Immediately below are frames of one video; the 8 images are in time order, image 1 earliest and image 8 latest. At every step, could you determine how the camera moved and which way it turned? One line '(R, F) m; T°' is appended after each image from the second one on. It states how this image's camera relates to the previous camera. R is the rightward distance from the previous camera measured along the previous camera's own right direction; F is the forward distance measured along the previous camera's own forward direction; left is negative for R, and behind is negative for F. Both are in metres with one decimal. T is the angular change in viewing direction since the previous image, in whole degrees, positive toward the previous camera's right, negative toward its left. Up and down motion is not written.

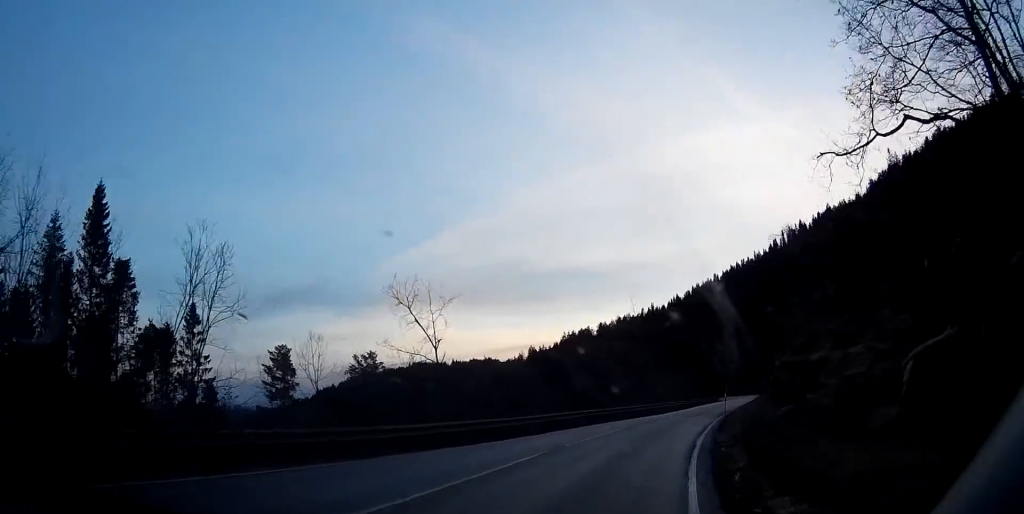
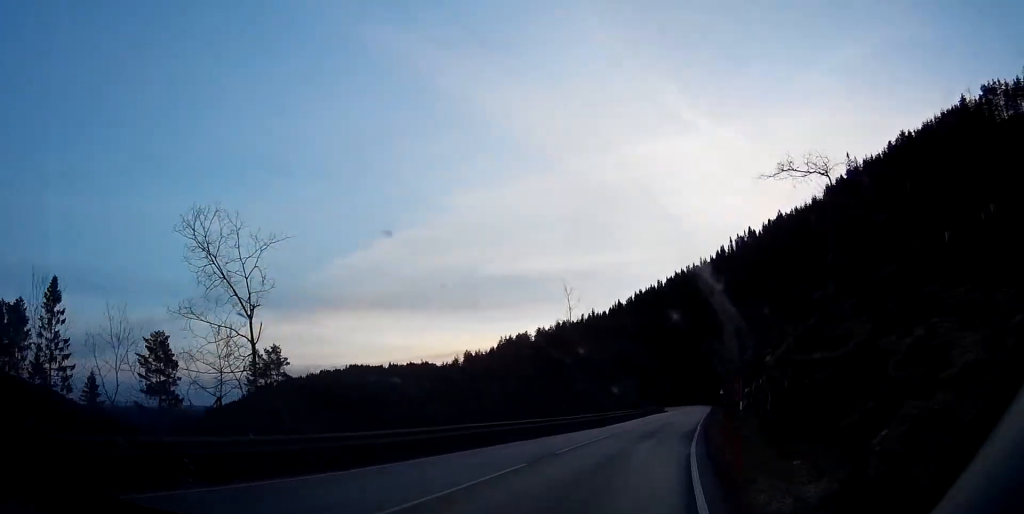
(+0.6, +12.5) m; +5°
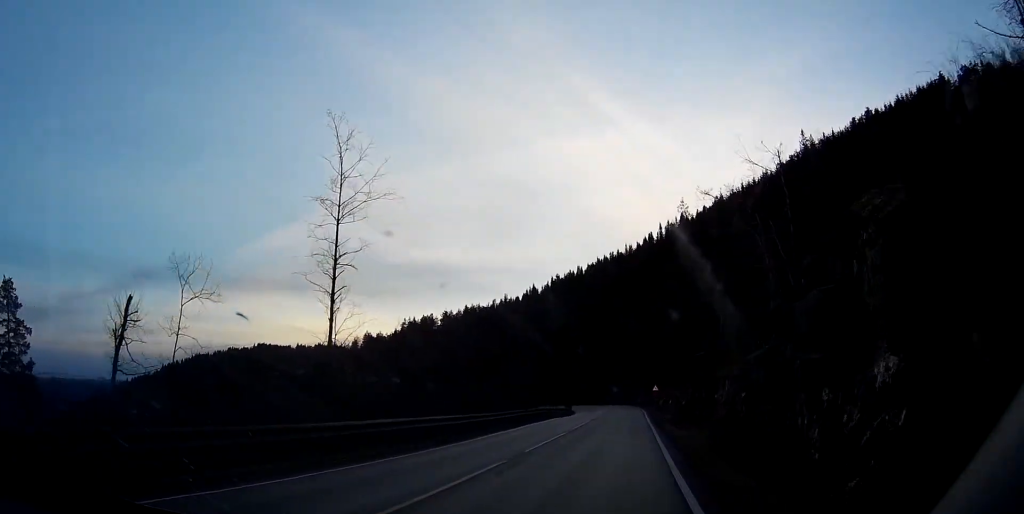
(+2.9, +35.8) m; +6°
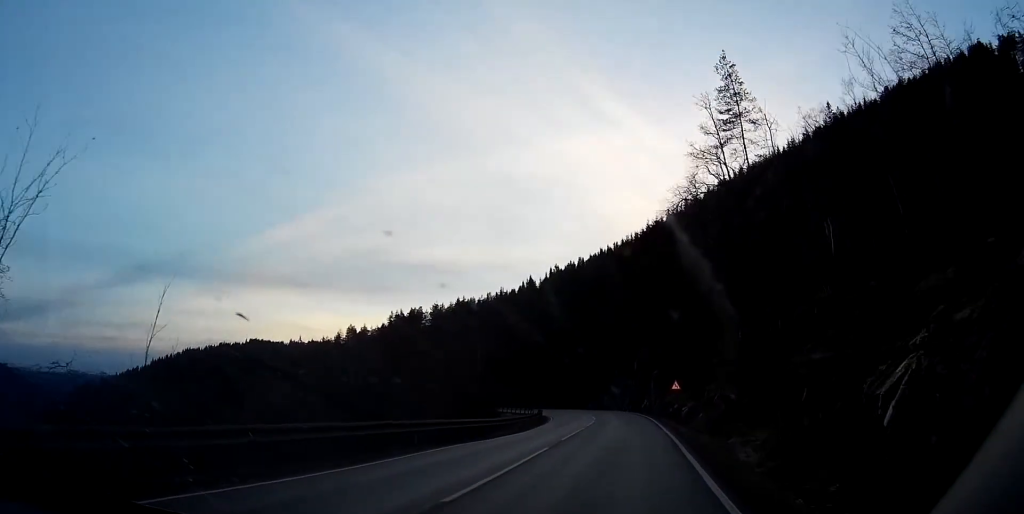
(-0.1, +32.3) m; -1°
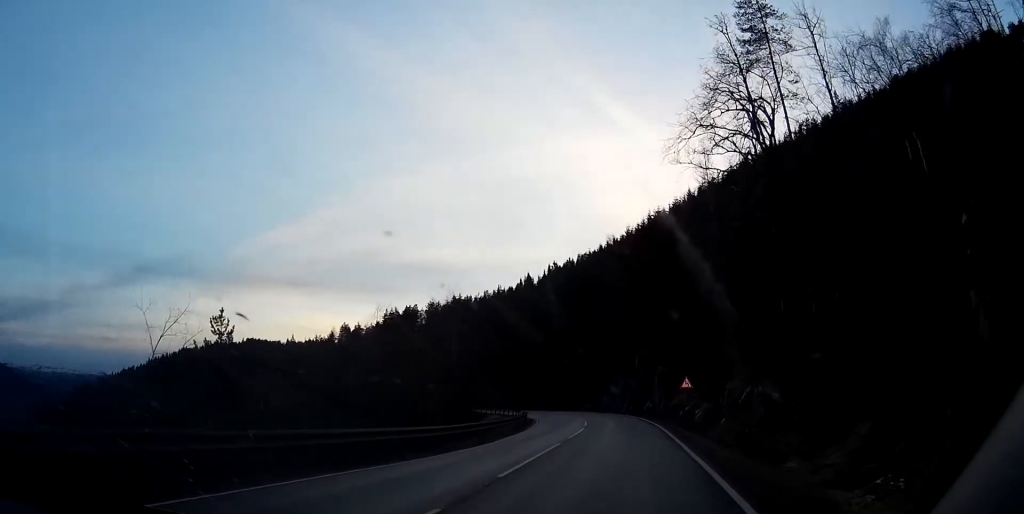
(-0.1, +9.7) m; 0°
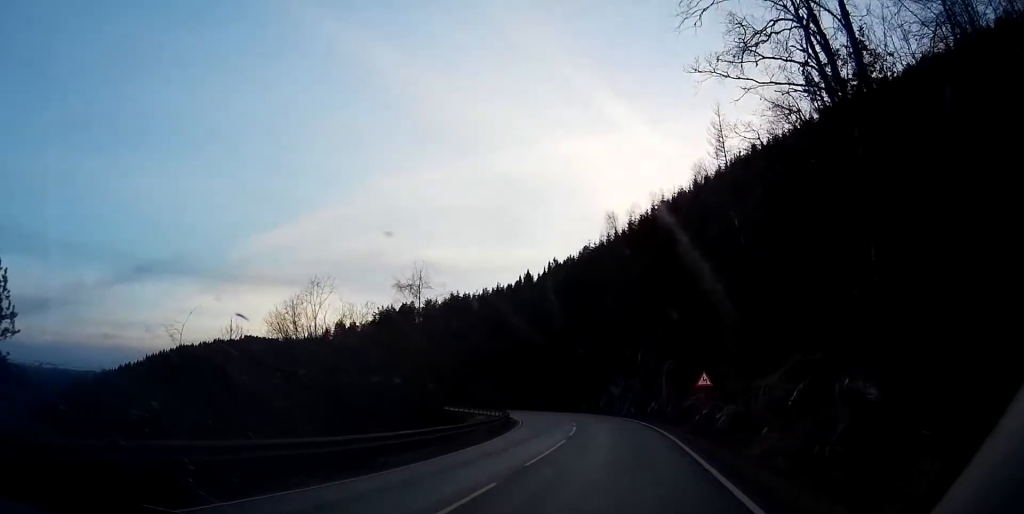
(0.0, +9.7) m; 0°
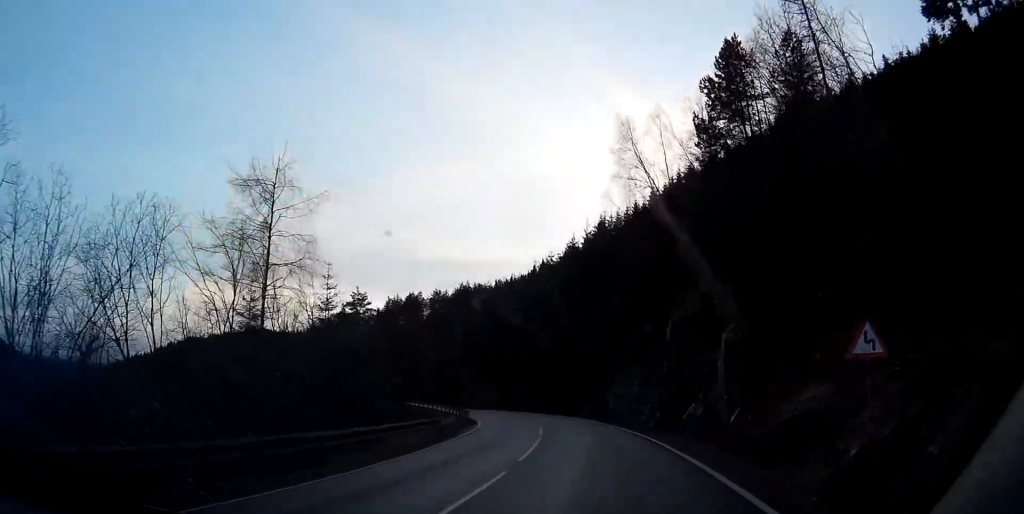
(-0.3, +22.7) m; -3°
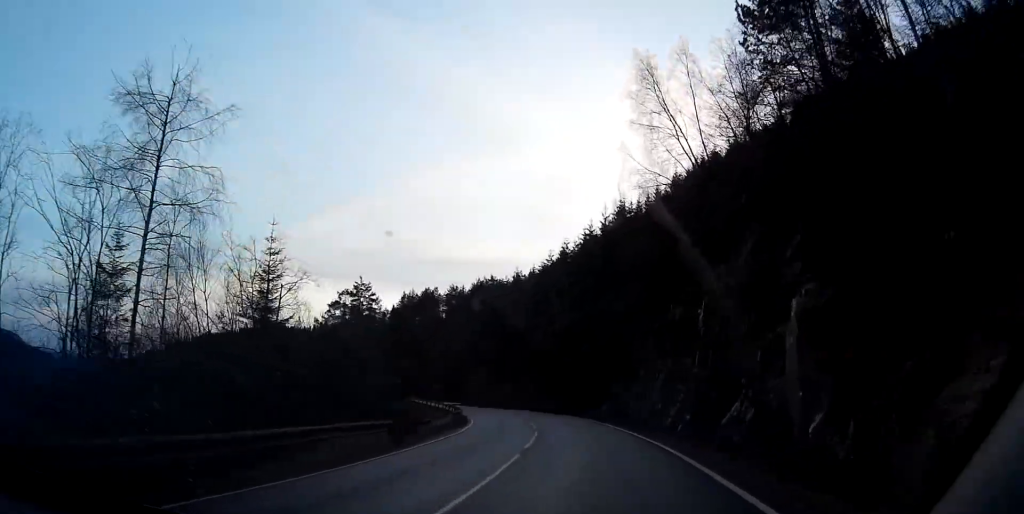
(0.0, +8.4) m; -2°
